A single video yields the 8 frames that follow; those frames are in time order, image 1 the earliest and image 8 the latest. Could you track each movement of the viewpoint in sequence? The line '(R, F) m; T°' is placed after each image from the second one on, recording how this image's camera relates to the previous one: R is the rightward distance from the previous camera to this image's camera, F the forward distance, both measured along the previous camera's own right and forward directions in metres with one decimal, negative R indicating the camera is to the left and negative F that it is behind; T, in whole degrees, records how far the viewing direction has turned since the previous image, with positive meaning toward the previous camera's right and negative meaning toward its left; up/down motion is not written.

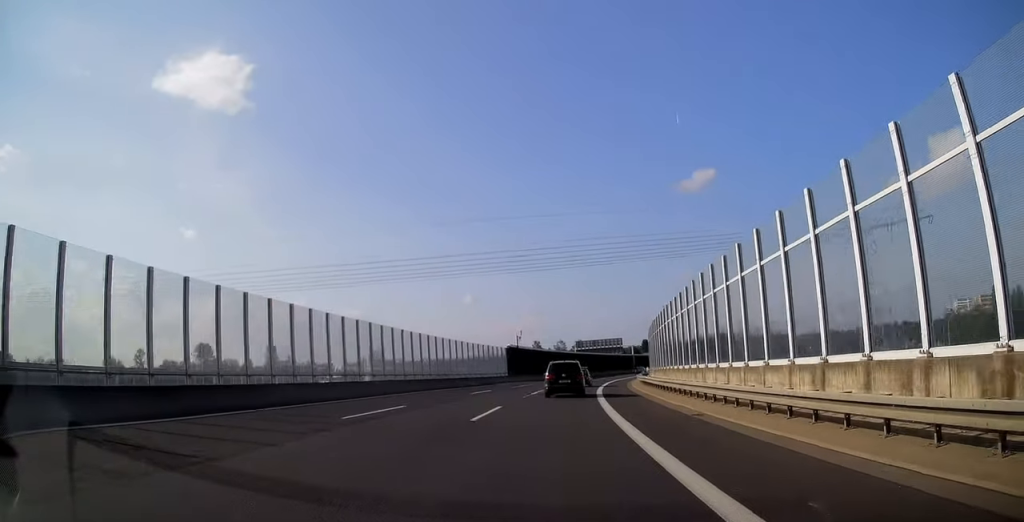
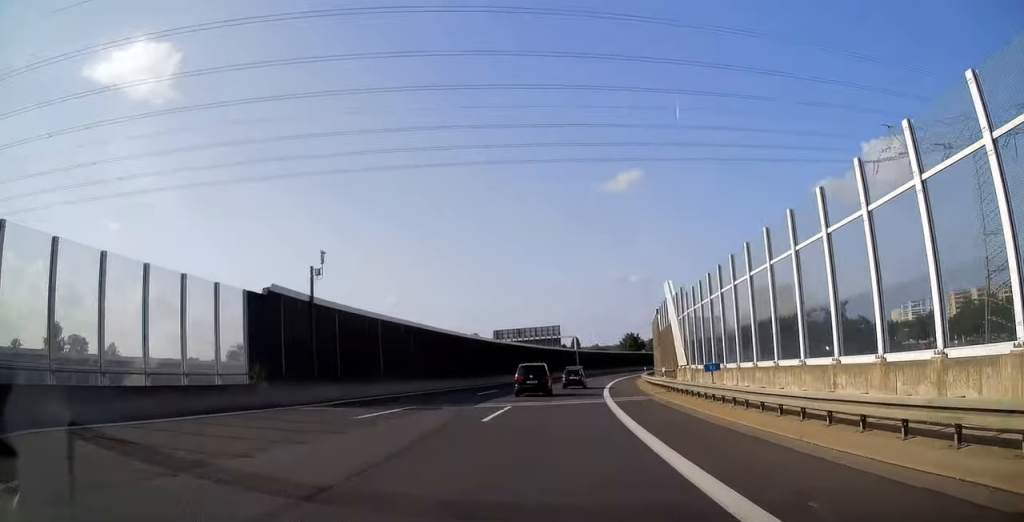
(+3.8, +52.5) m; +7°
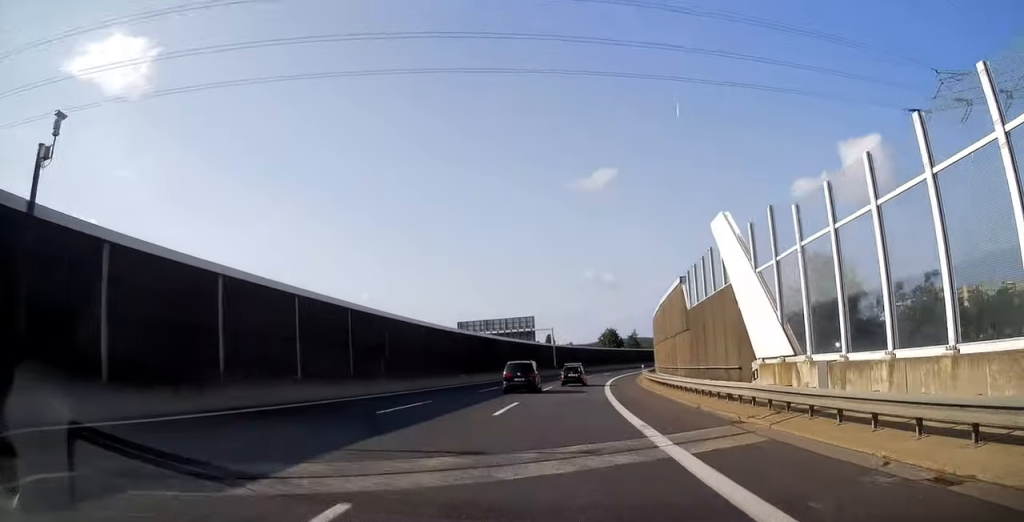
(+0.2, +16.5) m; +2°
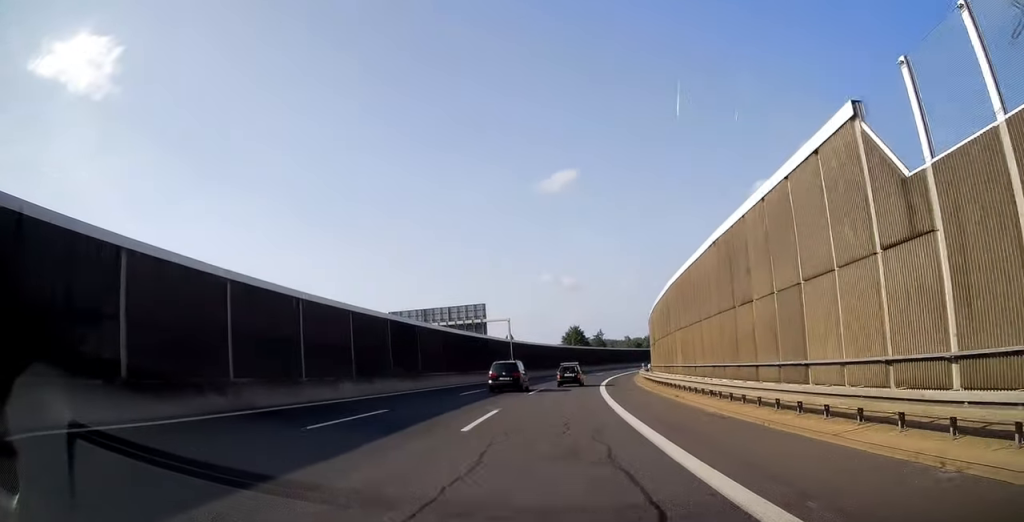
(+0.5, +22.1) m; +3°
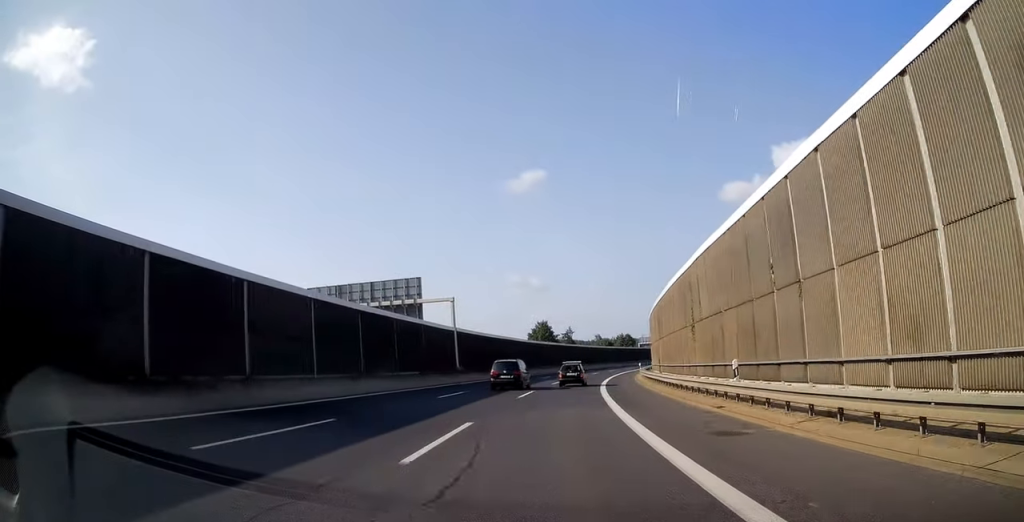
(+0.9, +22.4) m; +3°
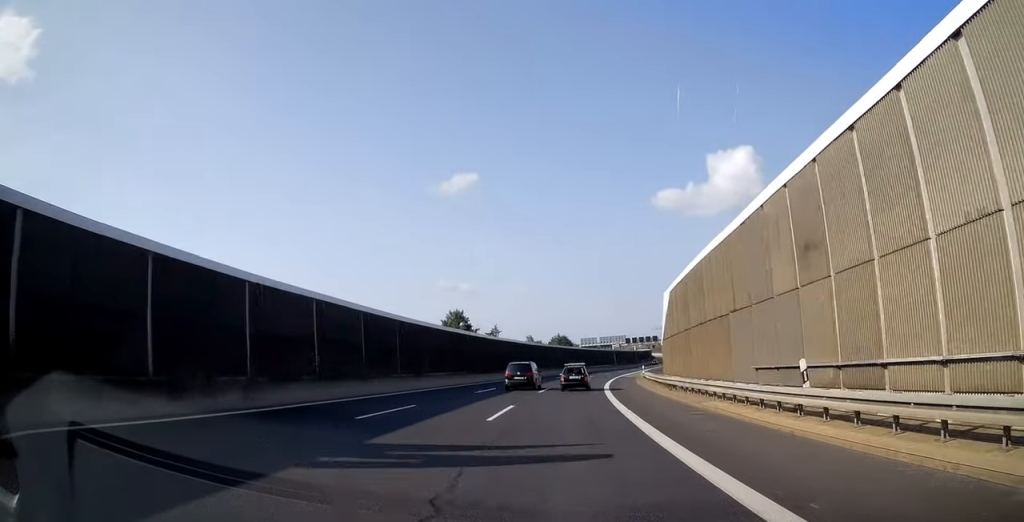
(+2.6, +45.9) m; +7°
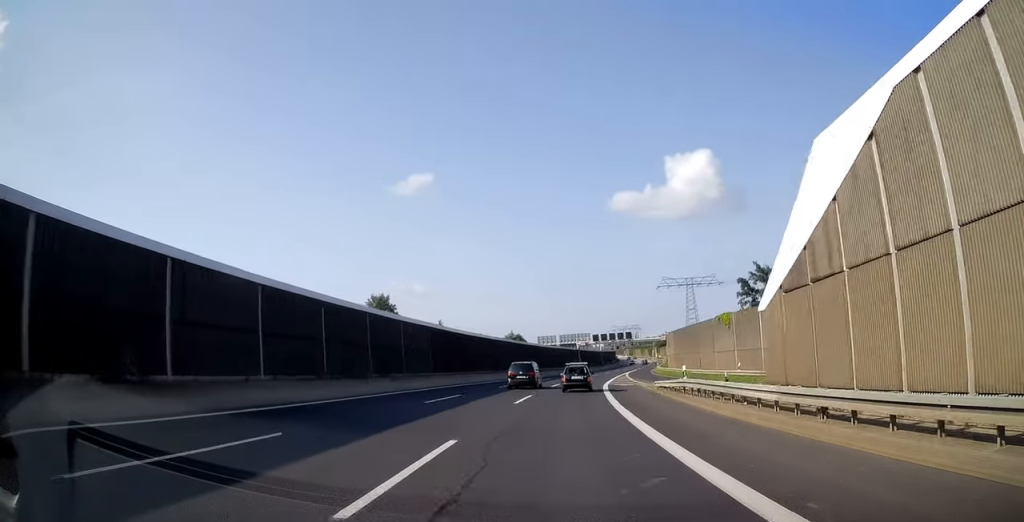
(+1.1, +28.5) m; +4°
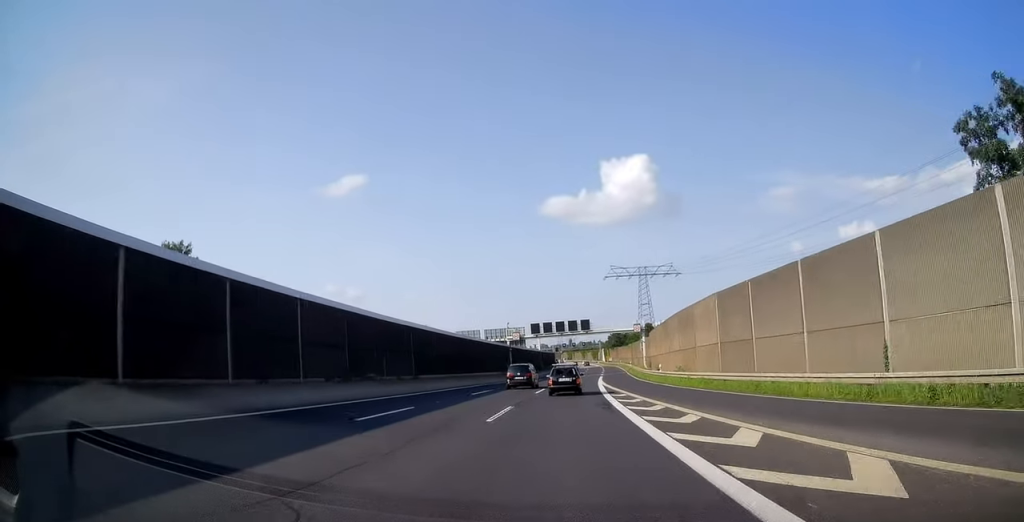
(+2.7, +42.9) m; +6°
